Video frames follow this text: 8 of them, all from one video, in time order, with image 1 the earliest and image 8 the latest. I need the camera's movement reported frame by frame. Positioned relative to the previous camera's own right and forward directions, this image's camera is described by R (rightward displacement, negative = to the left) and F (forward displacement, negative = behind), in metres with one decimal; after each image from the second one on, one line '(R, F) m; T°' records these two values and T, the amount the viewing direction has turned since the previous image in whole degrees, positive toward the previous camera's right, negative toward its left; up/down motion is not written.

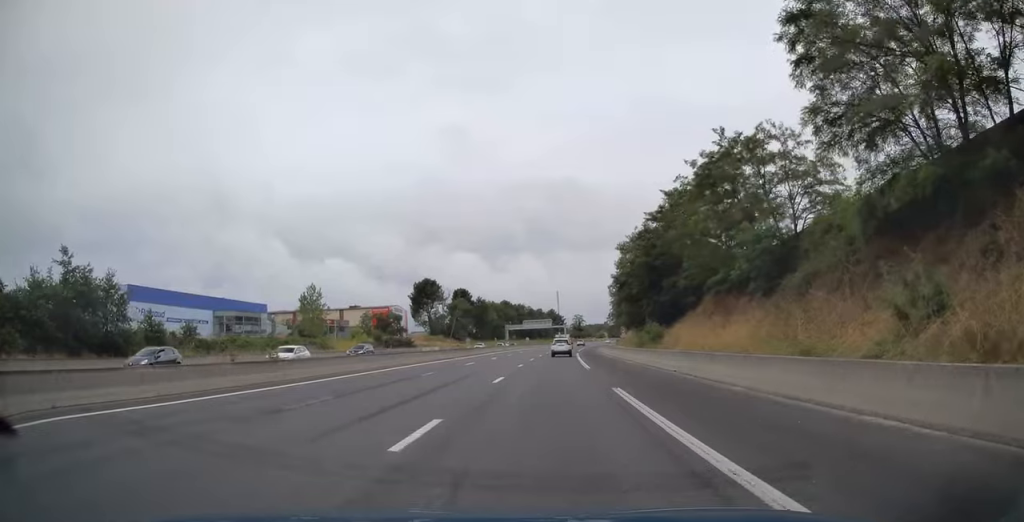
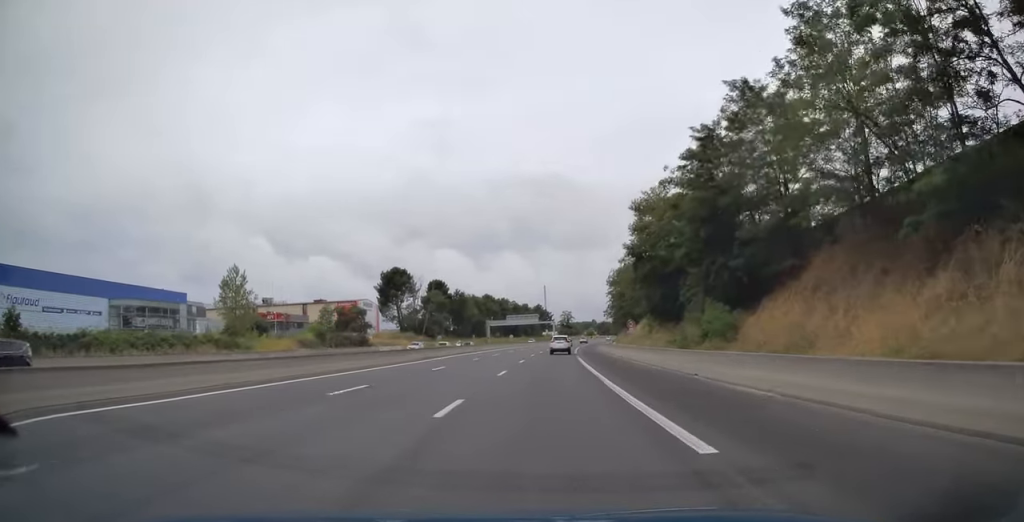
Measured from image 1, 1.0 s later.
(+0.4, +22.8) m; +1°
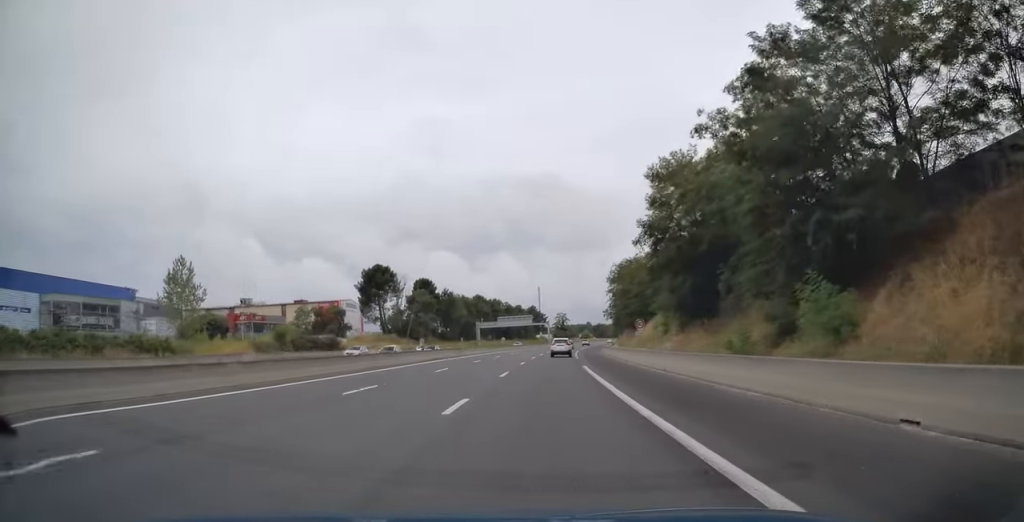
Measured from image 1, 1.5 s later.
(-0.2, +11.9) m; 0°
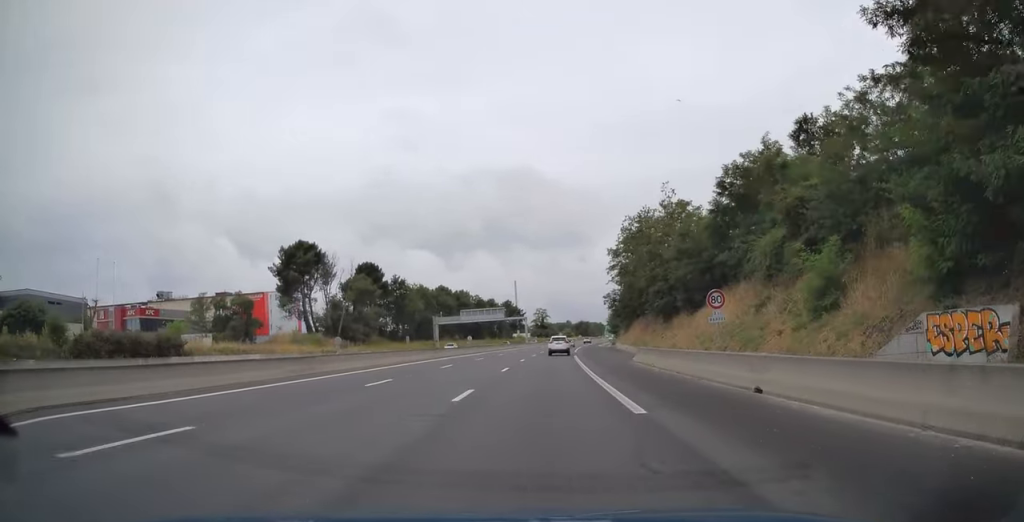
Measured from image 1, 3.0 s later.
(+0.9, +36.3) m; +3°
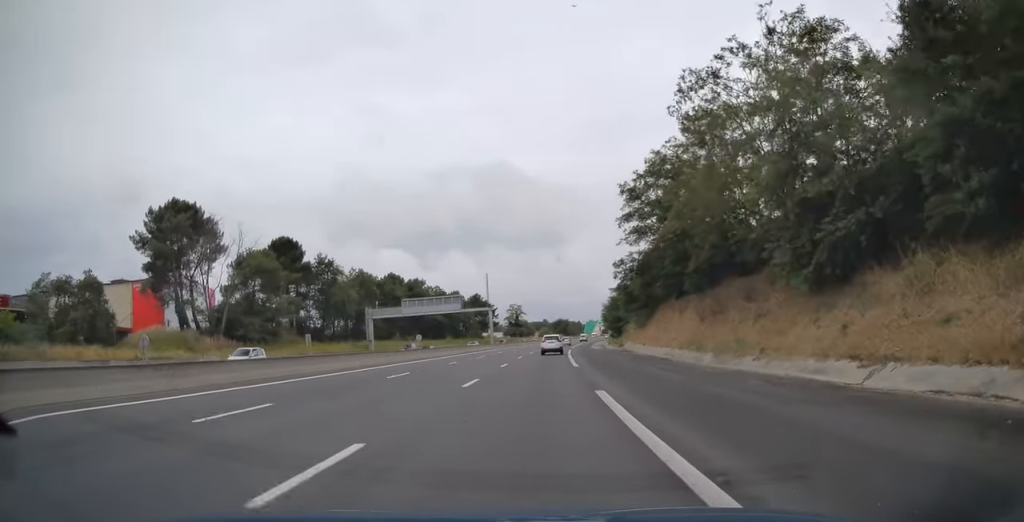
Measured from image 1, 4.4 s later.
(+0.9, +35.2) m; +2°
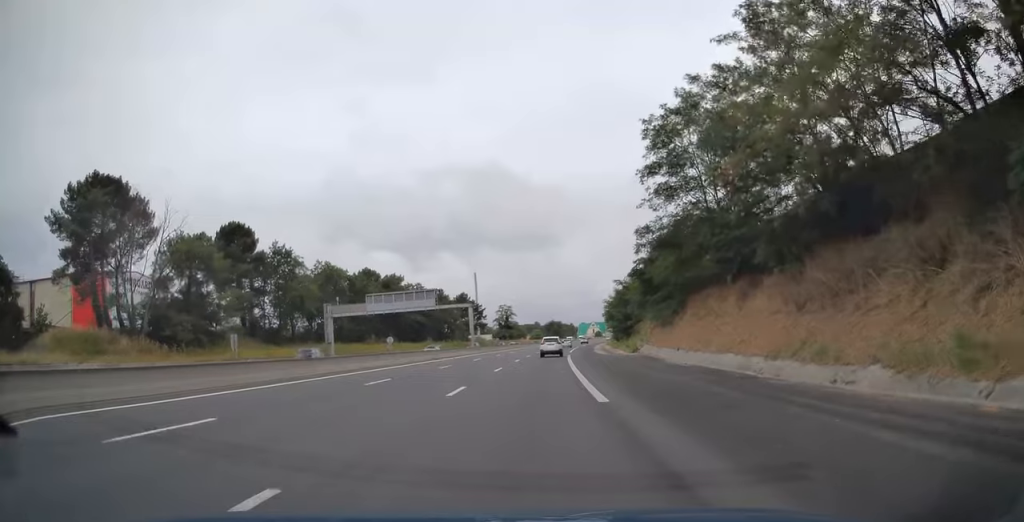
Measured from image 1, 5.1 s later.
(+0.1, +15.5) m; 0°
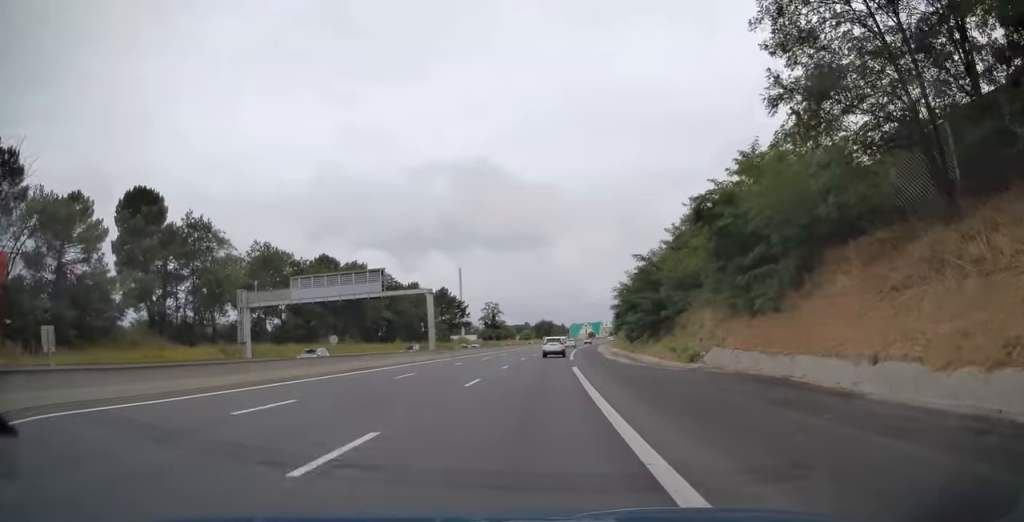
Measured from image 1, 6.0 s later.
(0.0, +22.2) m; +1°
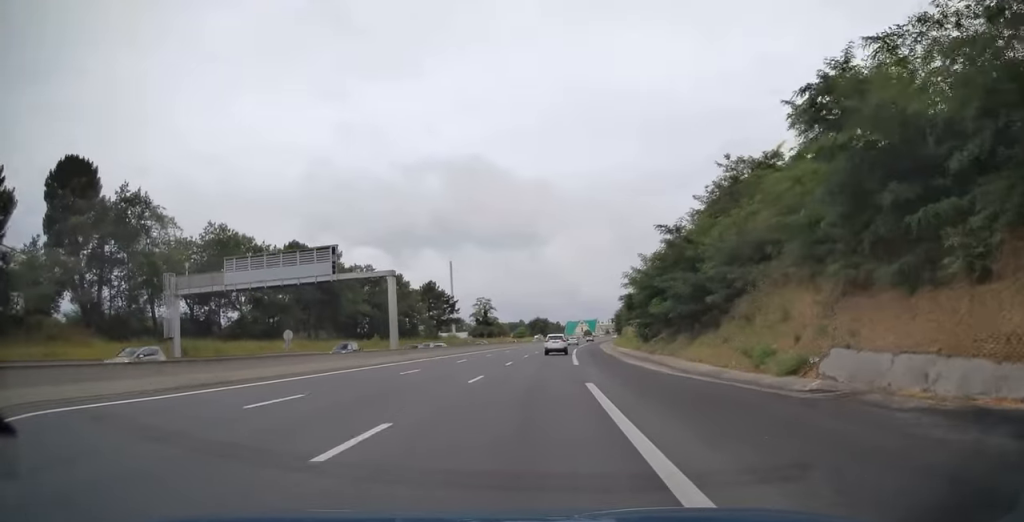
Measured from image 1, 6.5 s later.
(-0.2, +12.3) m; +1°
